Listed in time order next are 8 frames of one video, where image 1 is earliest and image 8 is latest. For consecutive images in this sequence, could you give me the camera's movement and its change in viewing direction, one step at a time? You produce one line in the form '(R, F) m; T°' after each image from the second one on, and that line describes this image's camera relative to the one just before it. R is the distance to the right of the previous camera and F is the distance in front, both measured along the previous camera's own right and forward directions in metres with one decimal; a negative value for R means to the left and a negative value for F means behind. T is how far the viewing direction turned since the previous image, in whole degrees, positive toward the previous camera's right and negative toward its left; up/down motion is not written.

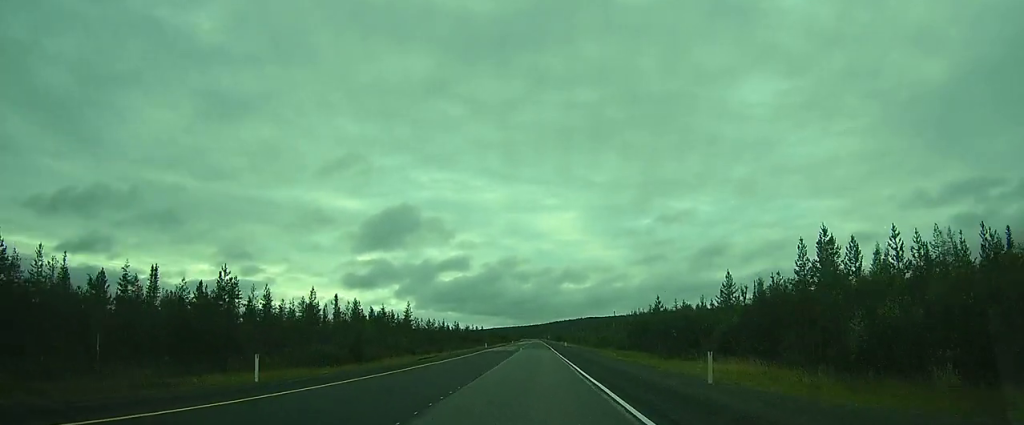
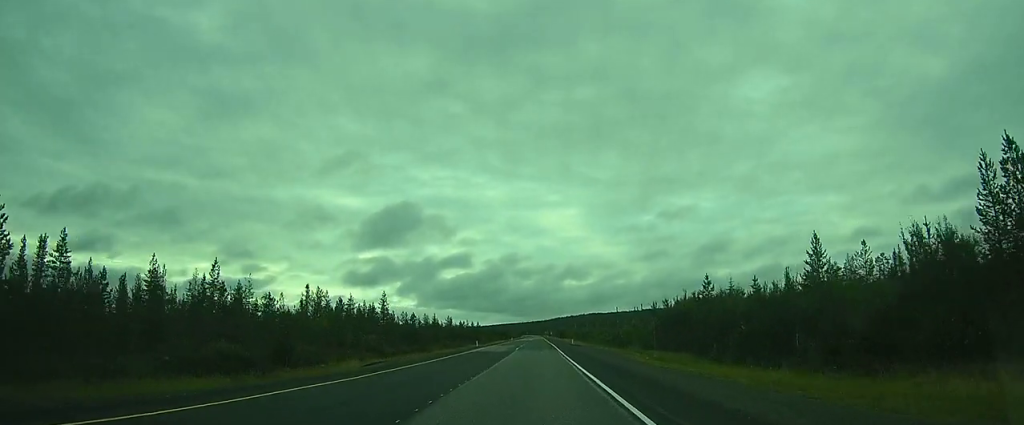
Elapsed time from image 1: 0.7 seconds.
(0.0, +15.3) m; 0°
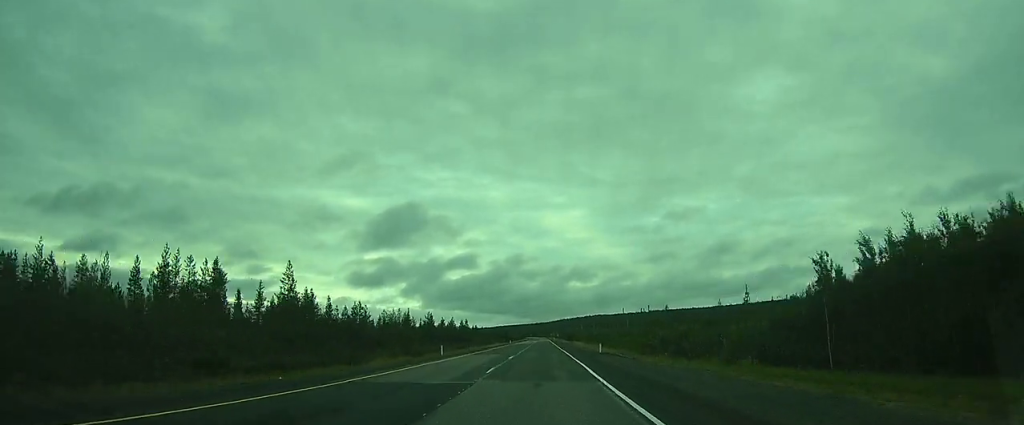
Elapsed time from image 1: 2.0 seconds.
(0.0, +31.0) m; -1°
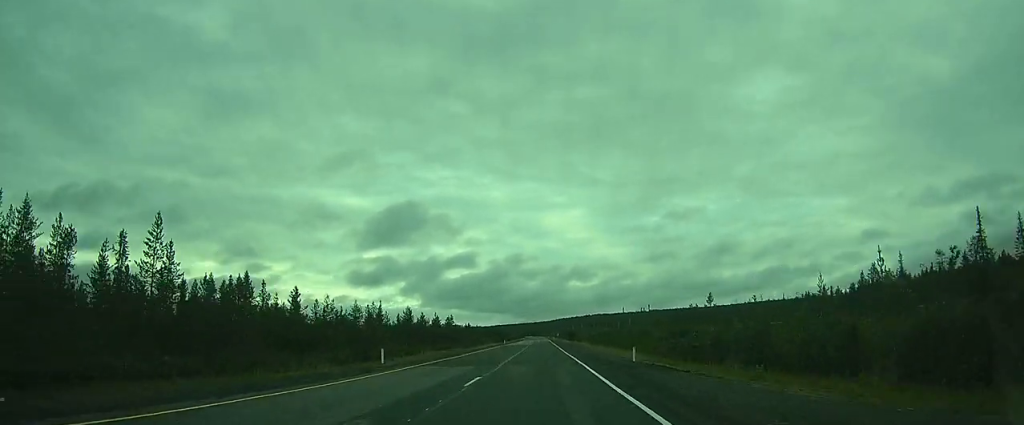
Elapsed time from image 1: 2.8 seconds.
(-0.3, +17.2) m; -1°
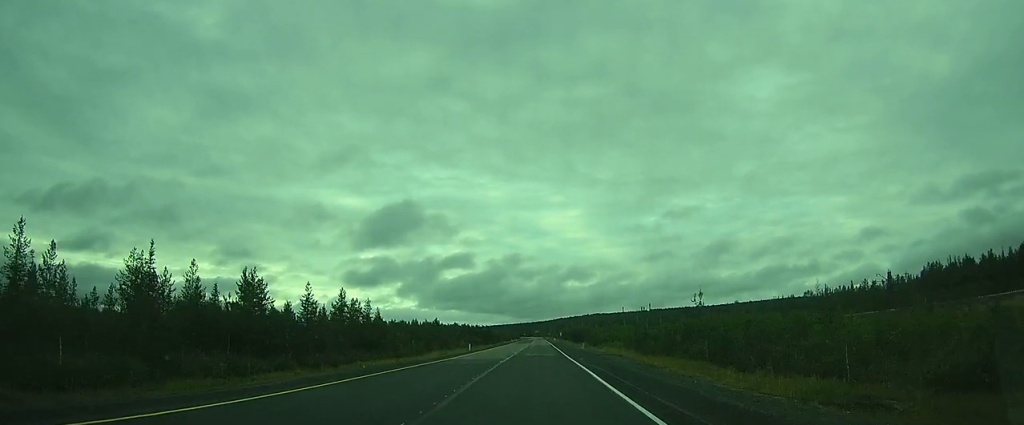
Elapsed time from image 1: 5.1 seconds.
(-0.6, +51.6) m; -1°
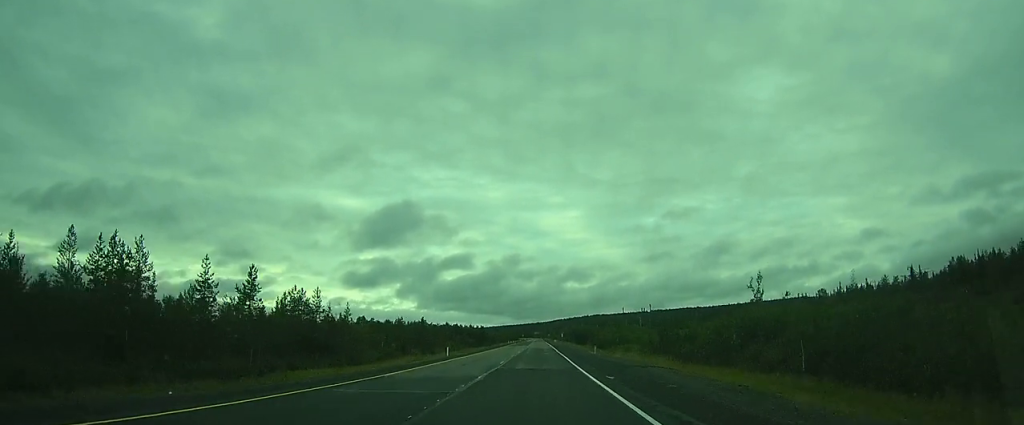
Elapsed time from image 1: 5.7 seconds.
(+0.1, +14.4) m; 0°
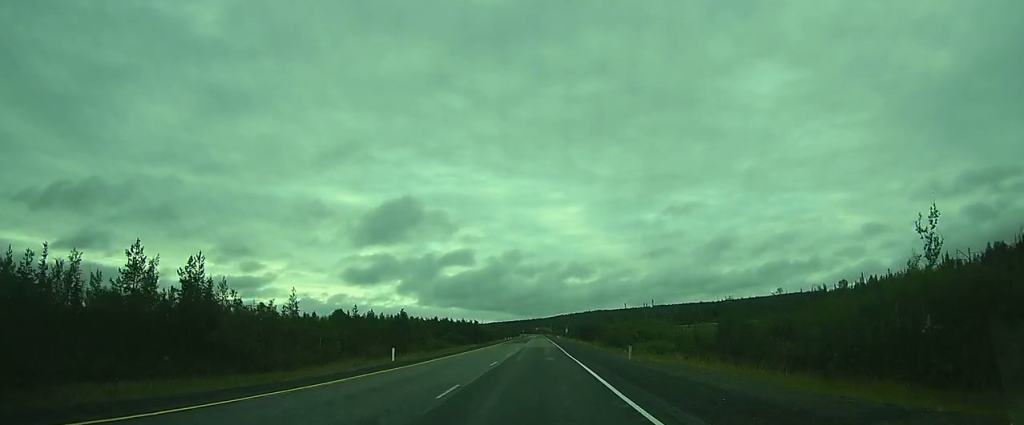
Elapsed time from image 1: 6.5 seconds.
(+0.1, +18.3) m; 0°
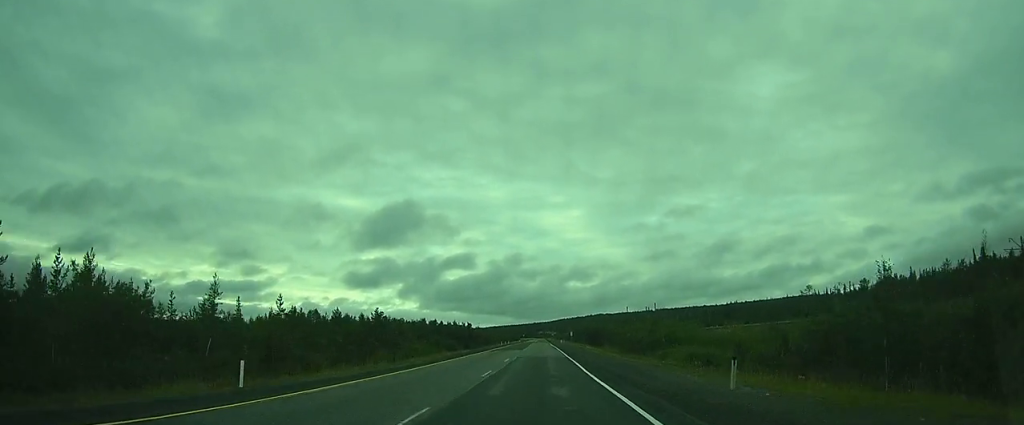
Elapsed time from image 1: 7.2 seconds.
(0.0, +16.0) m; 0°
